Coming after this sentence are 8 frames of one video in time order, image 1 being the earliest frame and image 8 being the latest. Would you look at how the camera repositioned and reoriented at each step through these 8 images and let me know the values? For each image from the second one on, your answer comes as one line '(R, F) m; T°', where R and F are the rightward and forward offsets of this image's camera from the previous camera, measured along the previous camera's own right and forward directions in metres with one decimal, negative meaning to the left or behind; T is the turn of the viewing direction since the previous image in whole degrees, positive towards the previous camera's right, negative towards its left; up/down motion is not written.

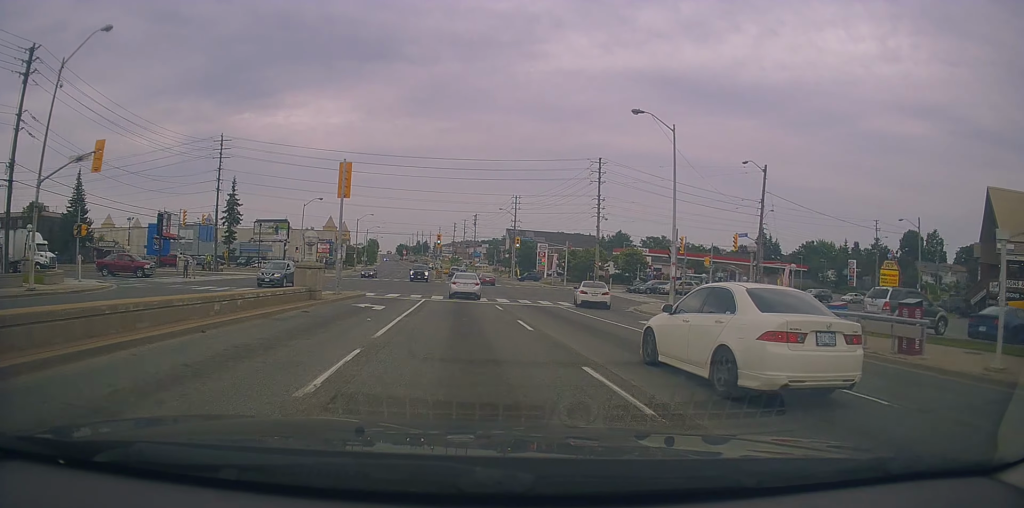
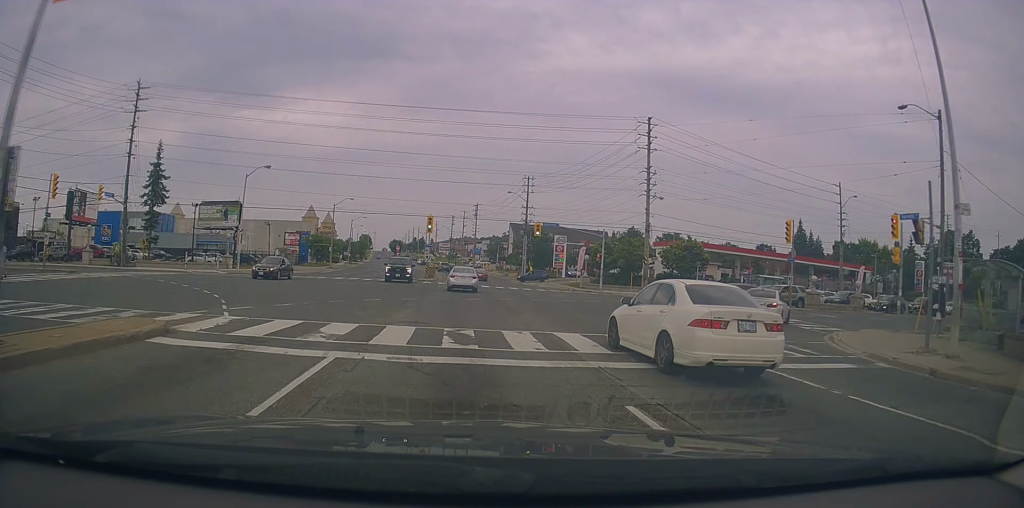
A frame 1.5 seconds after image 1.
(-0.5, +20.6) m; -1°
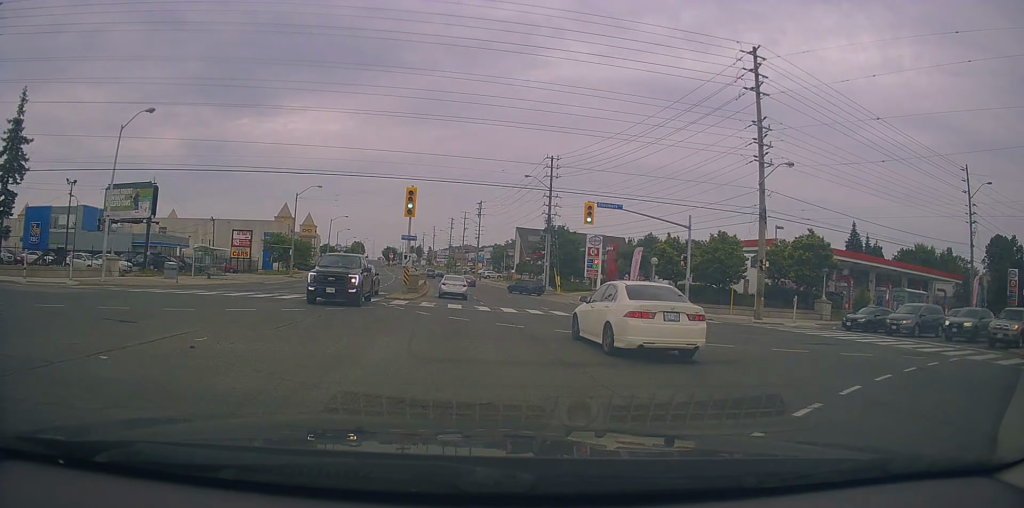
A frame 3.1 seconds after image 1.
(+0.3, +22.4) m; -1°
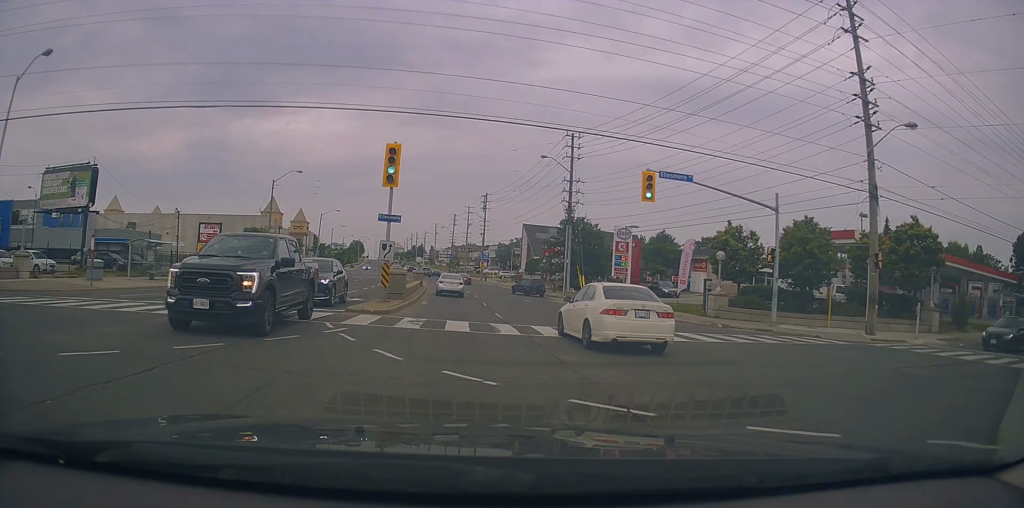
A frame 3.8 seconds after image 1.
(-0.4, +10.5) m; -1°
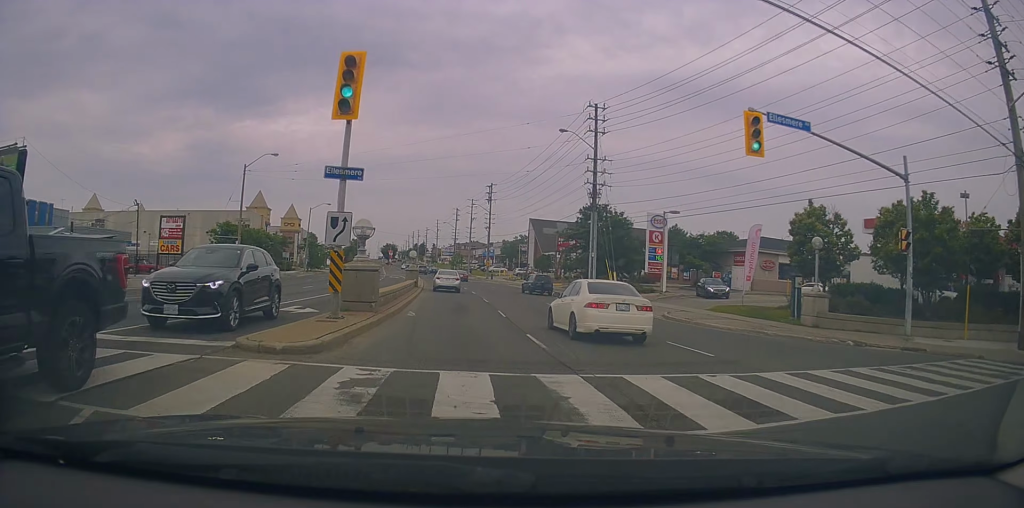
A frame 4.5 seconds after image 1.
(+0.3, +9.1) m; +1°
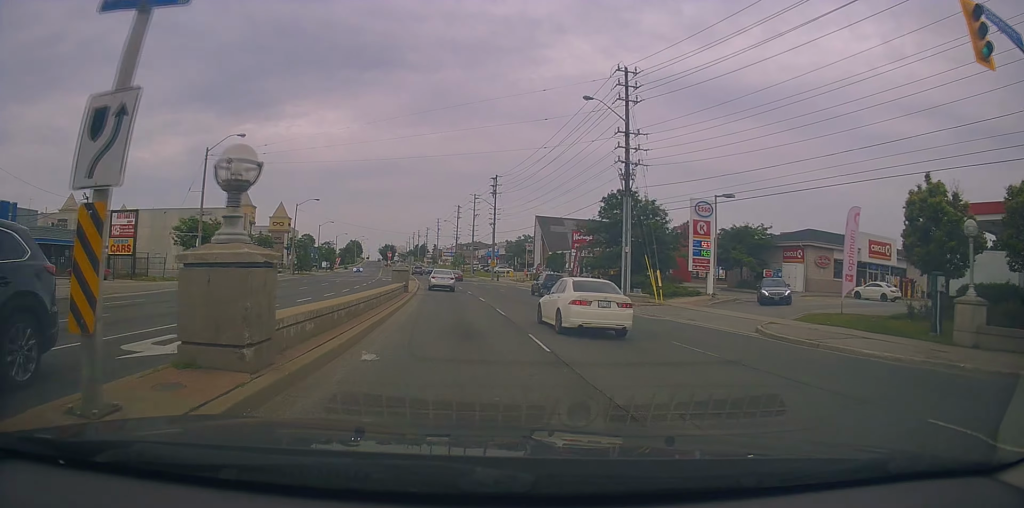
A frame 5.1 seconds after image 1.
(0.0, +8.8) m; 0°
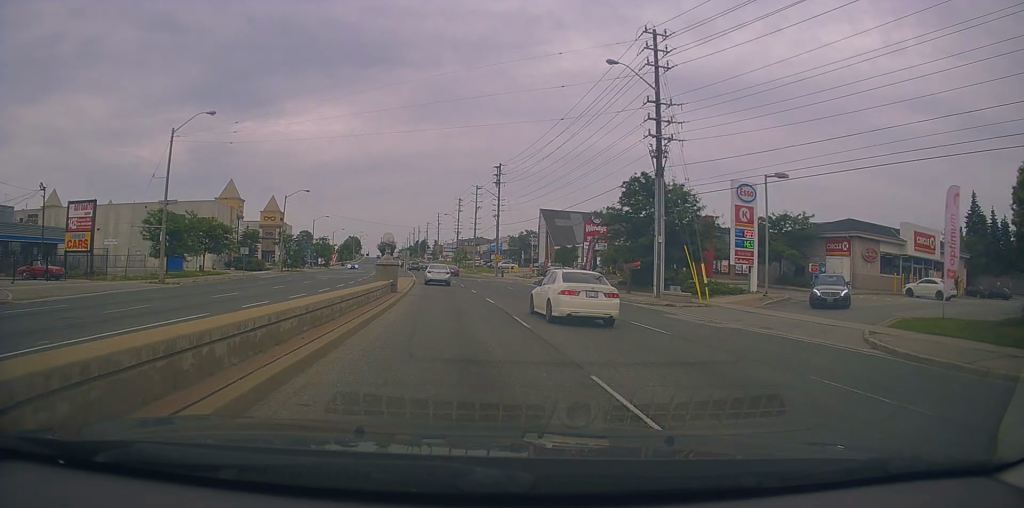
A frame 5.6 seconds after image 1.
(0.0, +6.2) m; 0°
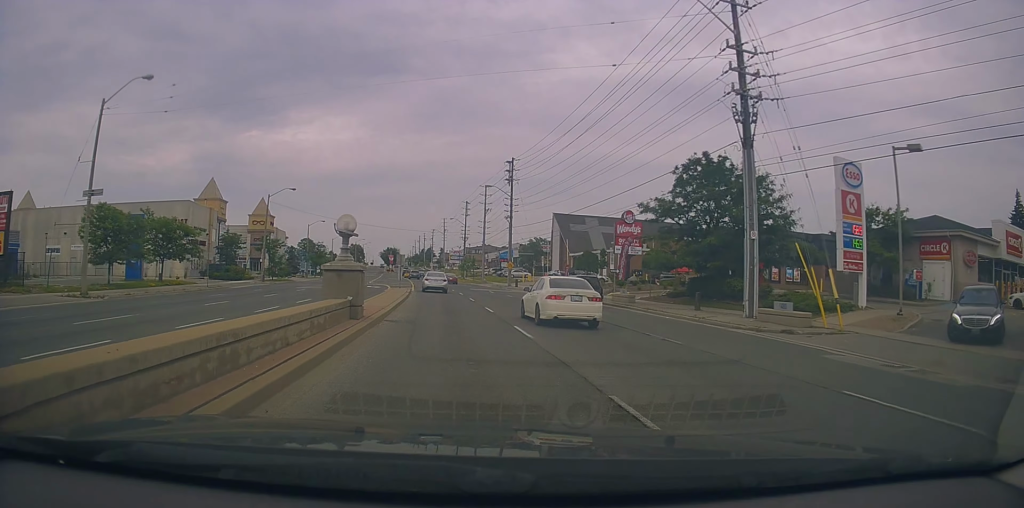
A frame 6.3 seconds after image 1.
(0.0, +9.9) m; -1°
